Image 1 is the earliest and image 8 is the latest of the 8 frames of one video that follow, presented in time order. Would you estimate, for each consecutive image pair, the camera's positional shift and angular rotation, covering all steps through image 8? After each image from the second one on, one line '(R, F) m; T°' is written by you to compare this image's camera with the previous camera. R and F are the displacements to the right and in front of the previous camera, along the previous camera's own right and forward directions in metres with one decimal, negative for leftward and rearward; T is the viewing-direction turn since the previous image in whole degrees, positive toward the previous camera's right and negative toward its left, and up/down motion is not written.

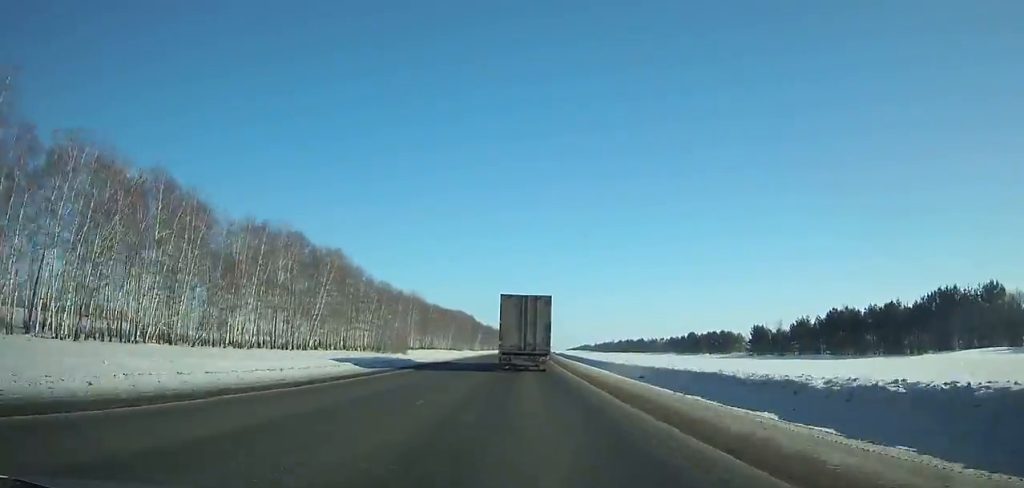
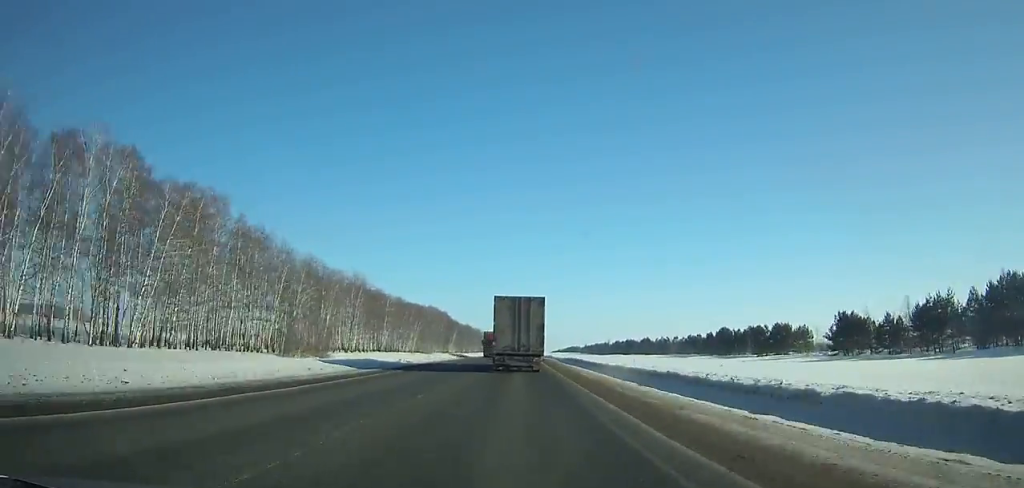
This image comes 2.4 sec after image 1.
(+0.5, +54.7) m; +1°
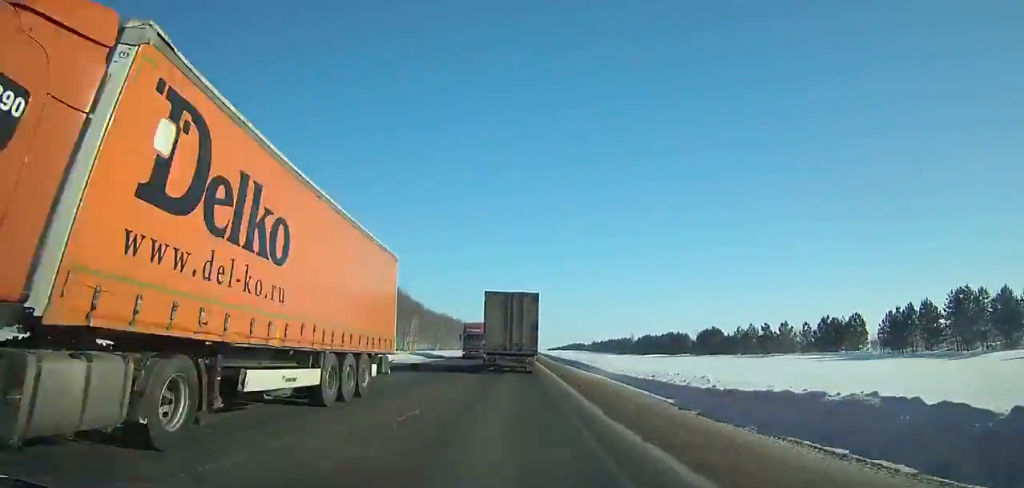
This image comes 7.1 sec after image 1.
(+1.3, +105.8) m; +1°
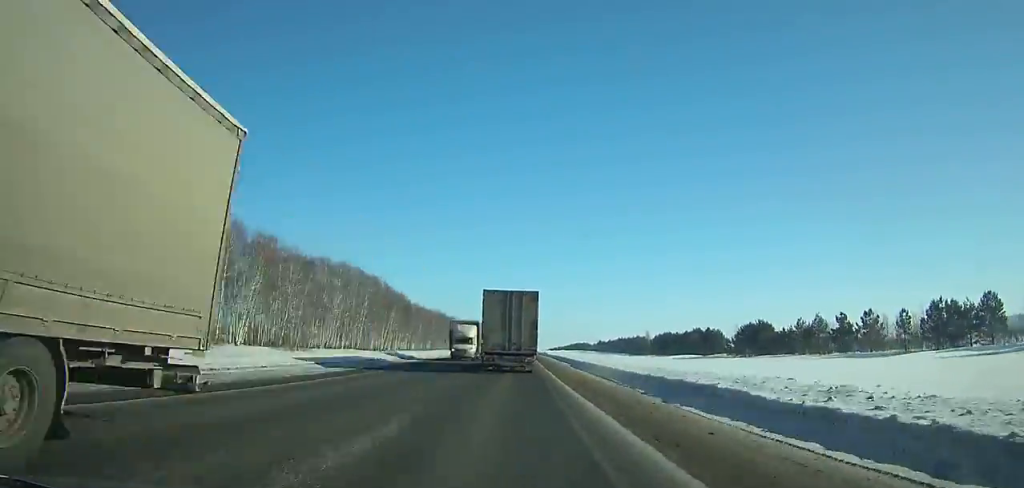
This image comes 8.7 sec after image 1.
(0.0, +35.5) m; 0°
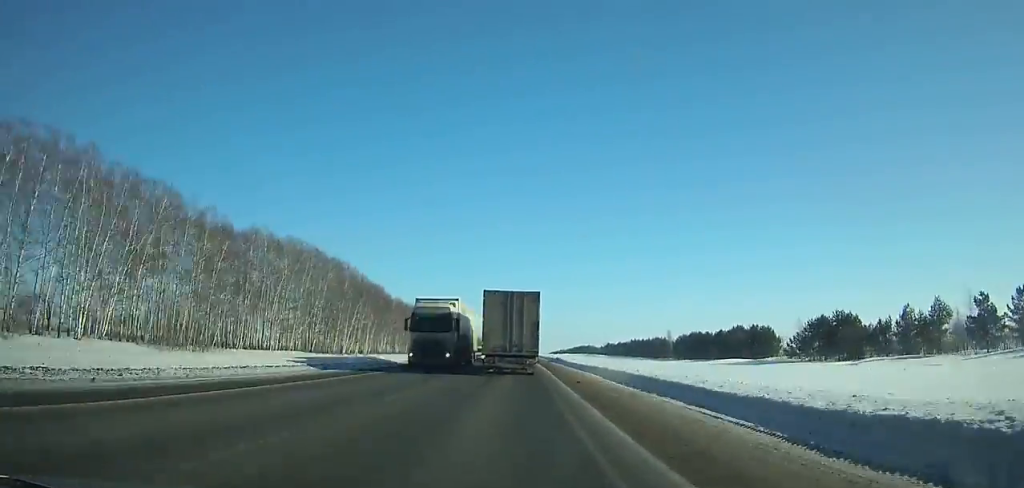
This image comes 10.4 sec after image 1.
(0.0, +37.6) m; 0°
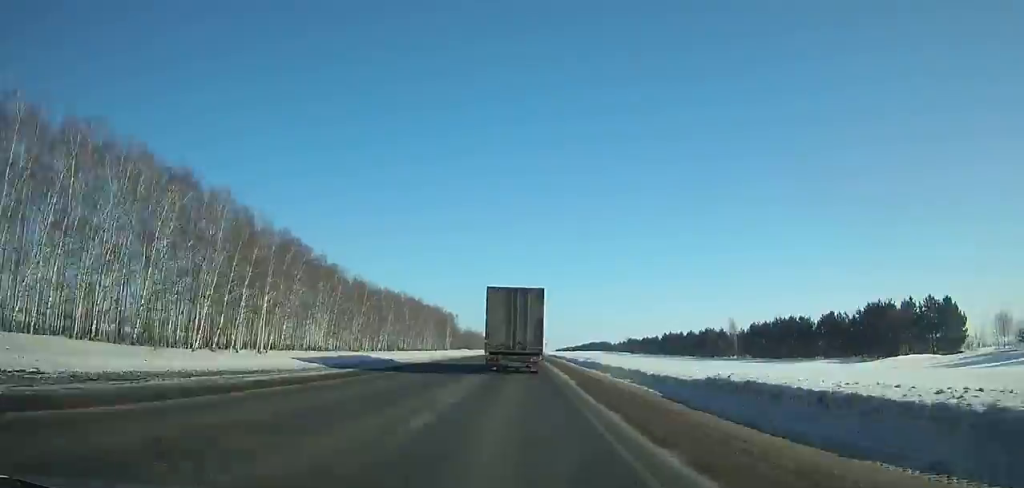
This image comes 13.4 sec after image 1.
(-0.3, +65.5) m; 0°
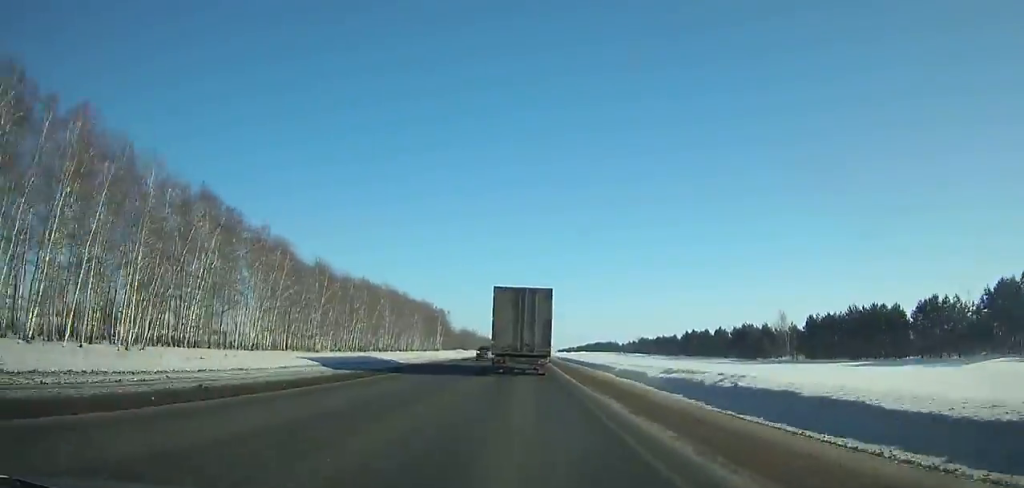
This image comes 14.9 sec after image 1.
(+0.1, +32.4) m; 0°
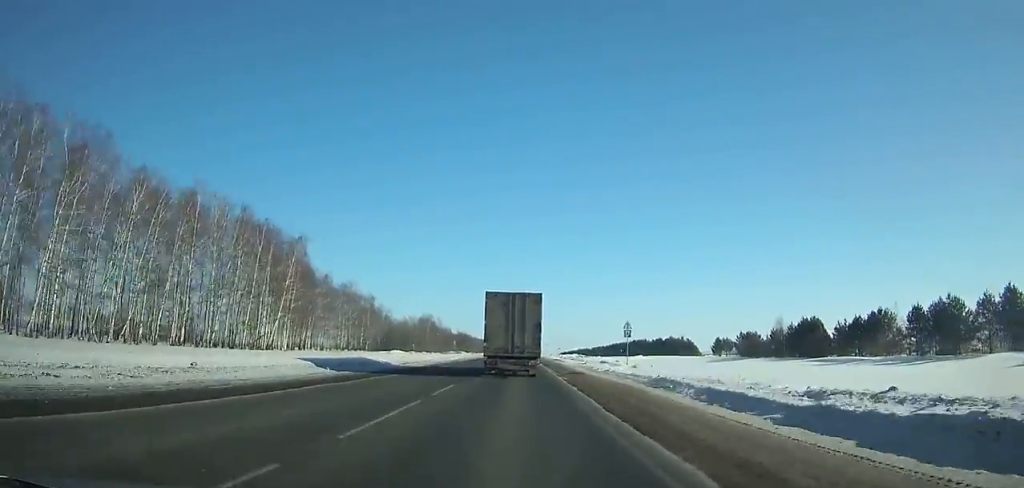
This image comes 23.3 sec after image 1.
(+0.1, +179.5) m; 0°
